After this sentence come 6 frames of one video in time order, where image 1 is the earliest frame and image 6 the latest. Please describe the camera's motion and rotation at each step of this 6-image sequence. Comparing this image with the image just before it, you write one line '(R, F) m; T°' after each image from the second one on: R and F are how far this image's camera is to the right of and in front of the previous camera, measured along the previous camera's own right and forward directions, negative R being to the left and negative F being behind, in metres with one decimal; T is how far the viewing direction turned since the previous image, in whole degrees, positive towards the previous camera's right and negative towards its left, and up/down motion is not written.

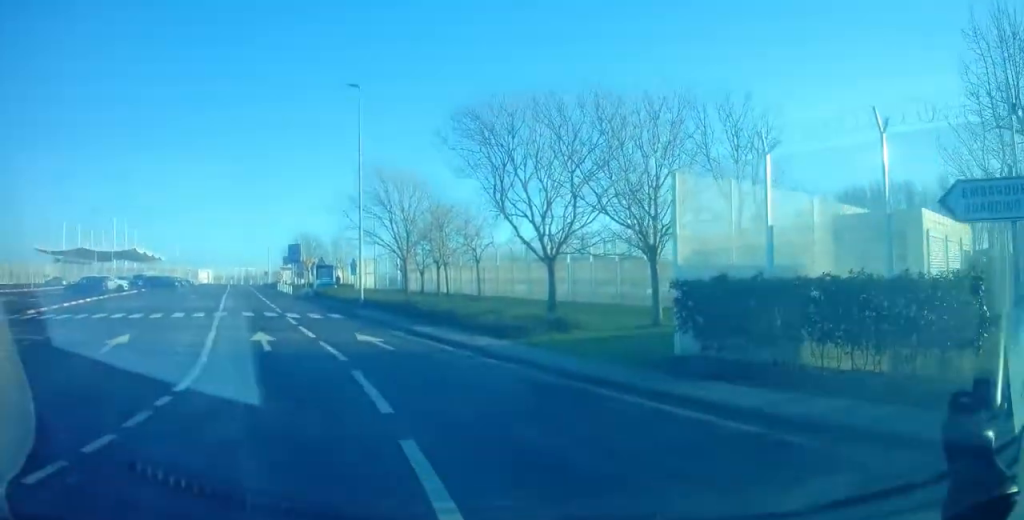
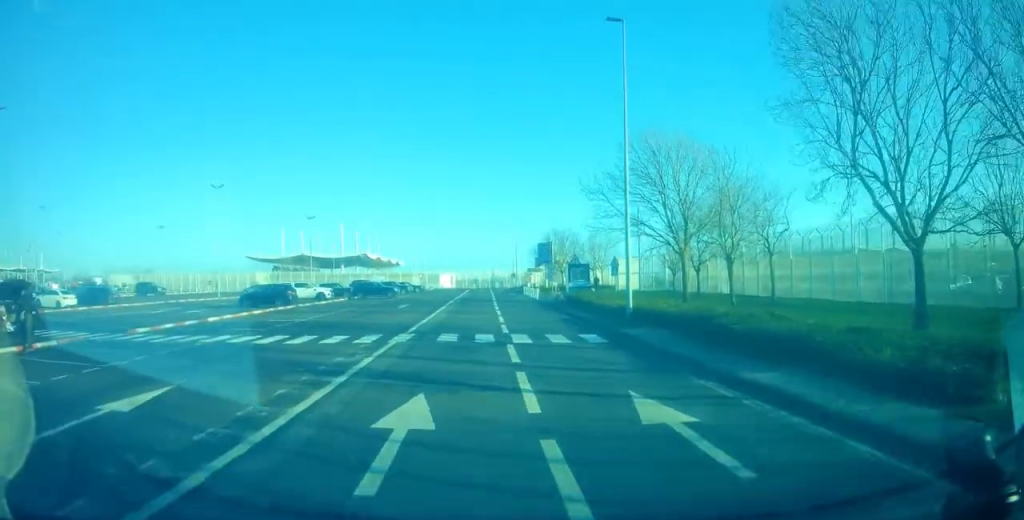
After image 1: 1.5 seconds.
(-2.3, +8.4) m; -26°
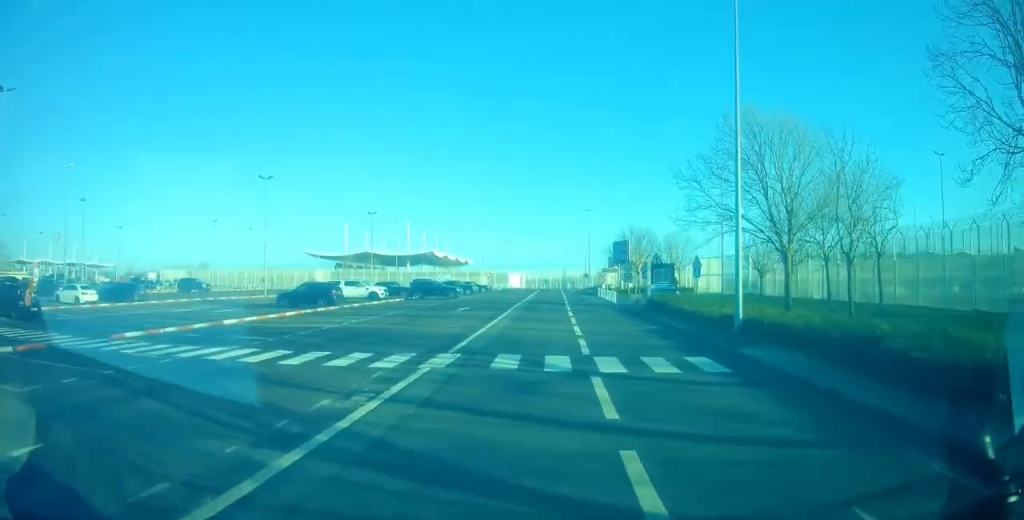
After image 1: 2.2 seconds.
(-0.4, +4.4) m; -7°
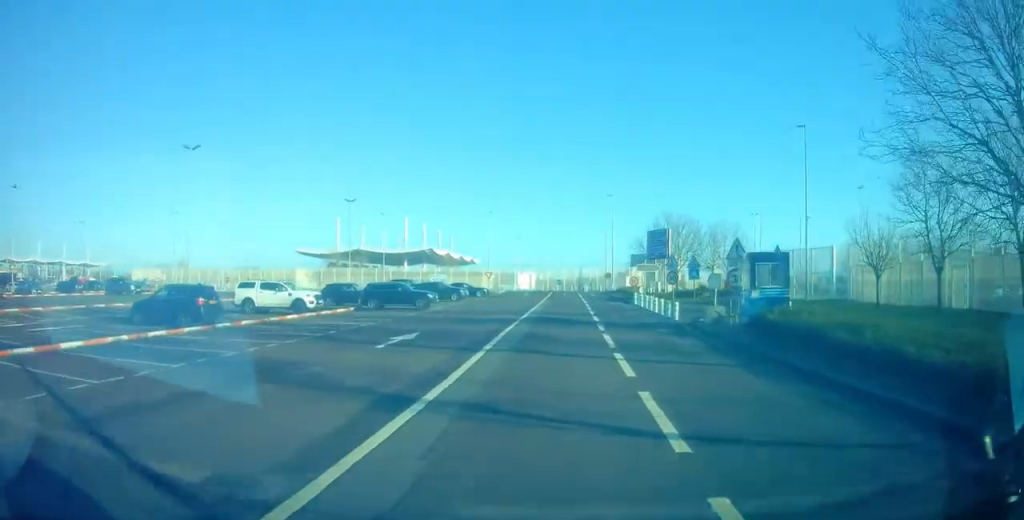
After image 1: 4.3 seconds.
(-0.5, +15.3) m; -2°
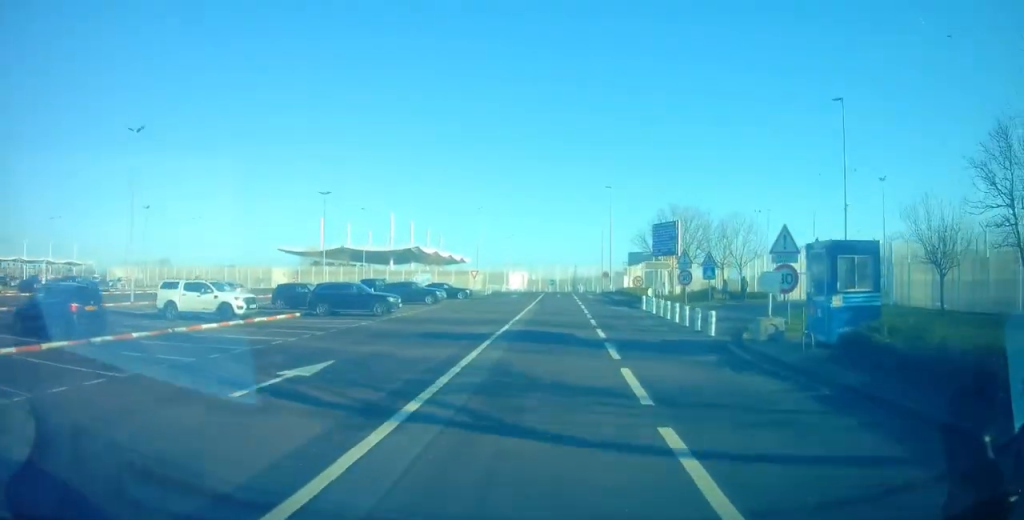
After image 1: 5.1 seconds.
(-0.2, +6.6) m; +1°
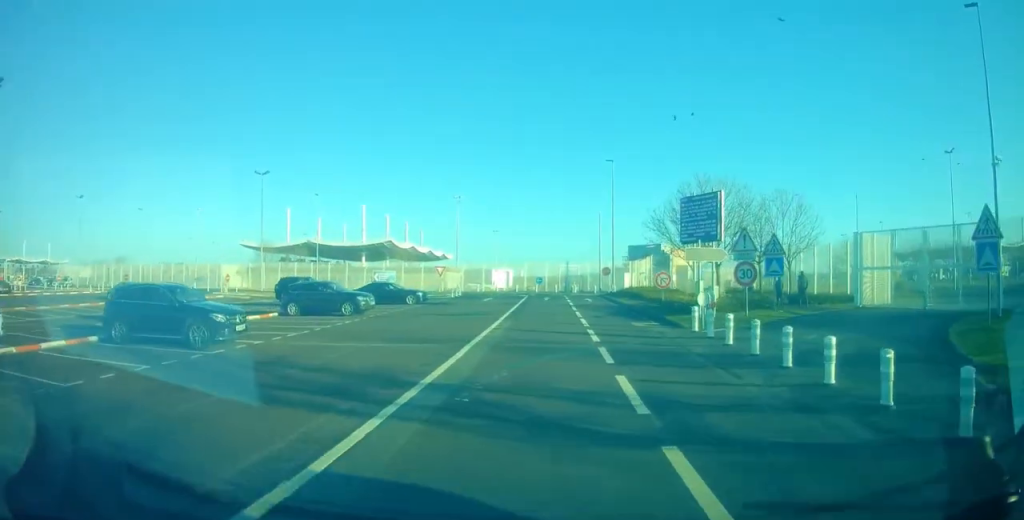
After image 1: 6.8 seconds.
(+0.7, +13.7) m; +3°
